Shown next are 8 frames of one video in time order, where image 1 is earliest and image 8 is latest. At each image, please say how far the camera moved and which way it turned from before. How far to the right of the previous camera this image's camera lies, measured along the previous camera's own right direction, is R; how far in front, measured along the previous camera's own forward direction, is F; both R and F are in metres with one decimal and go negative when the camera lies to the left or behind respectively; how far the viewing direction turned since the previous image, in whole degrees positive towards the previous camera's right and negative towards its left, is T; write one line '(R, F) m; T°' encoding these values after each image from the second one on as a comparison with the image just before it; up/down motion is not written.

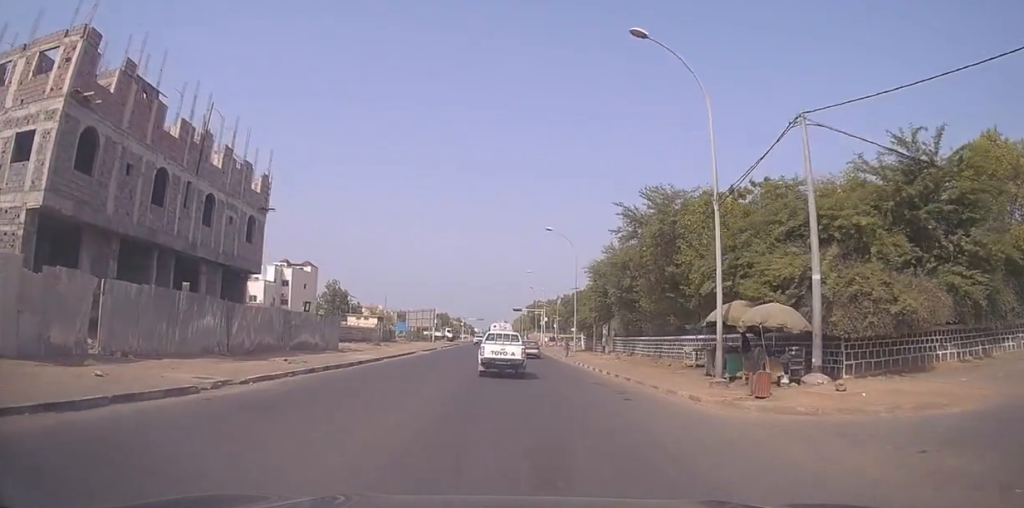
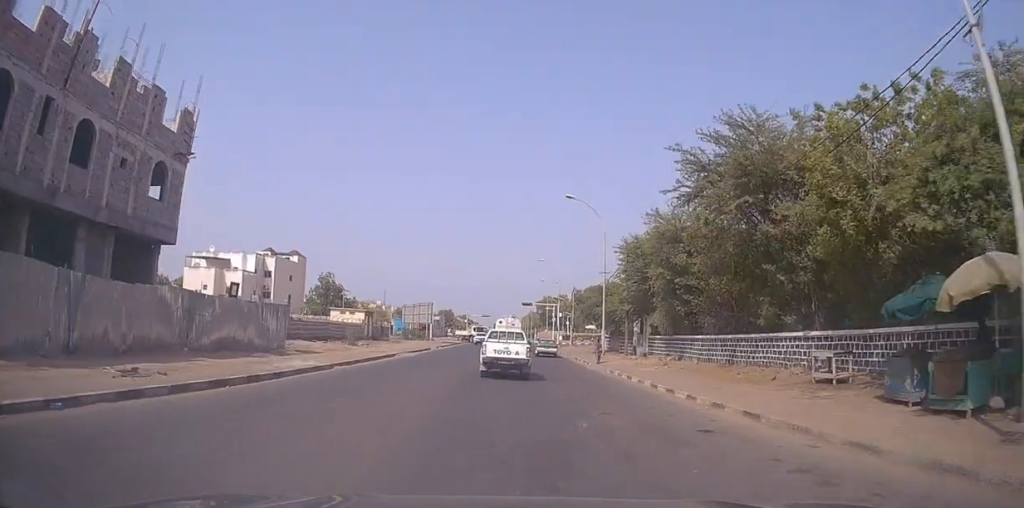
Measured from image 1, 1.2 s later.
(-0.1, +11.6) m; 0°
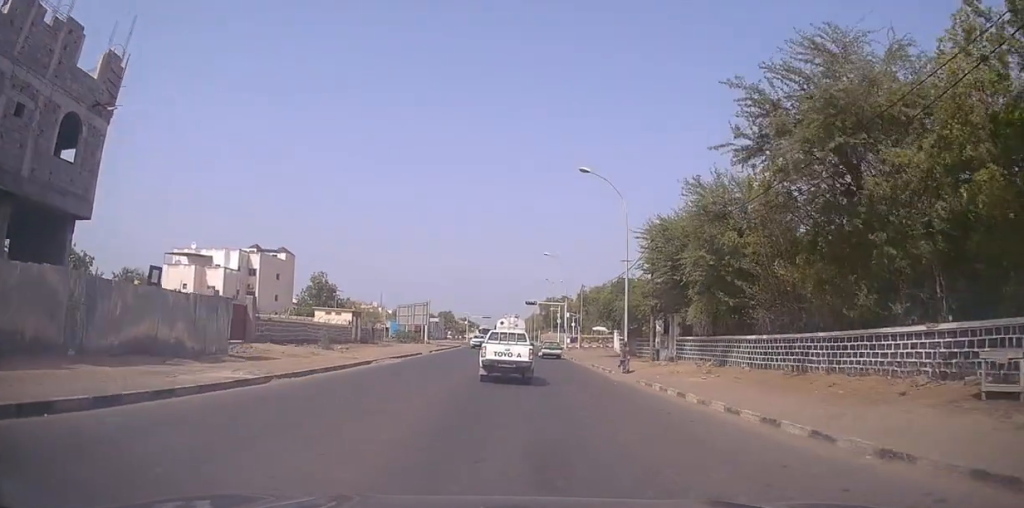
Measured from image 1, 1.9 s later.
(0.0, +7.3) m; 0°
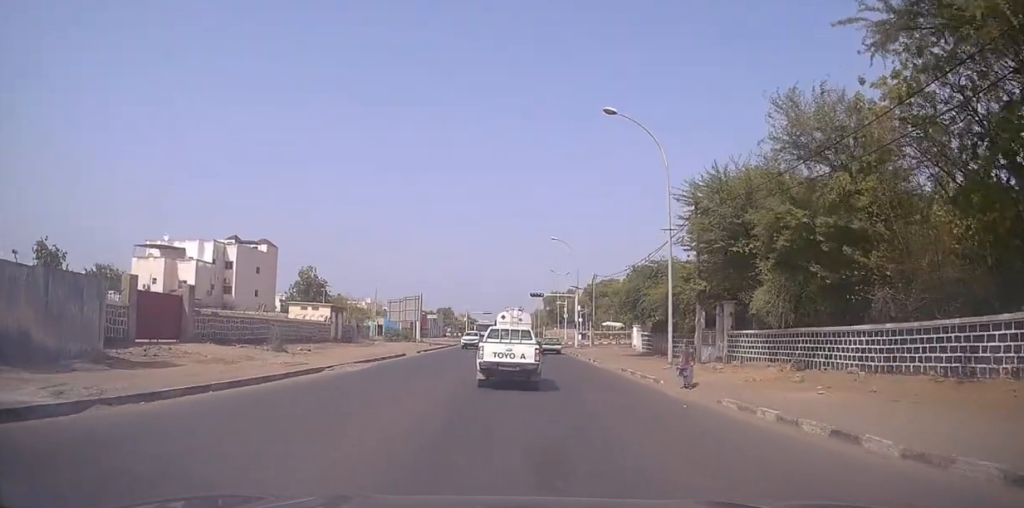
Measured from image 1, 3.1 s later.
(-0.1, +10.2) m; -1°
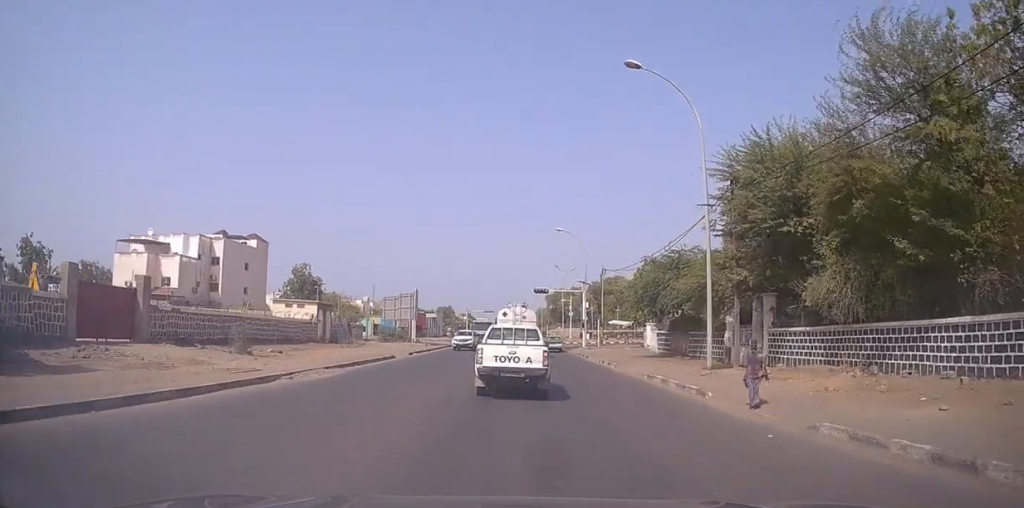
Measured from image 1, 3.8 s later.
(0.0, +5.8) m; -1°
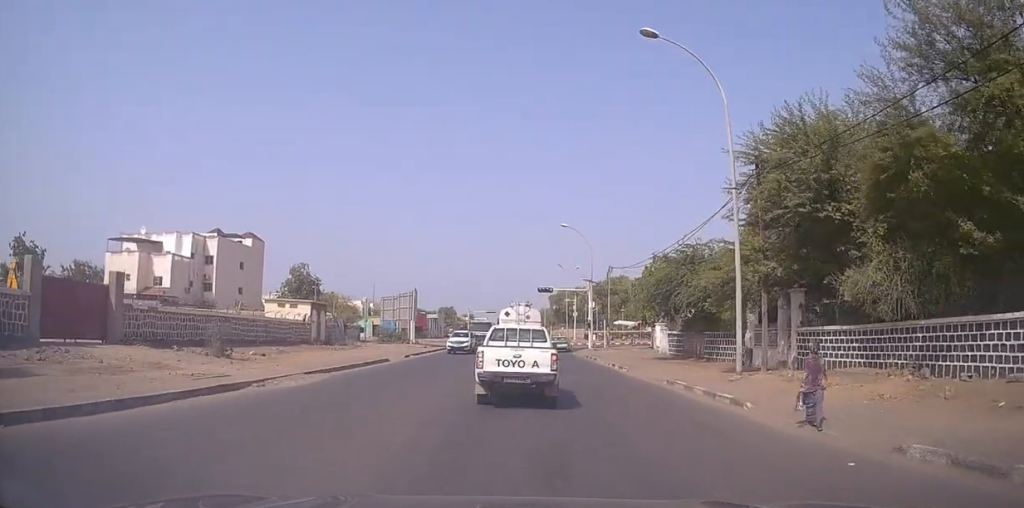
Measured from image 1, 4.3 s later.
(0.0, +3.3) m; 0°
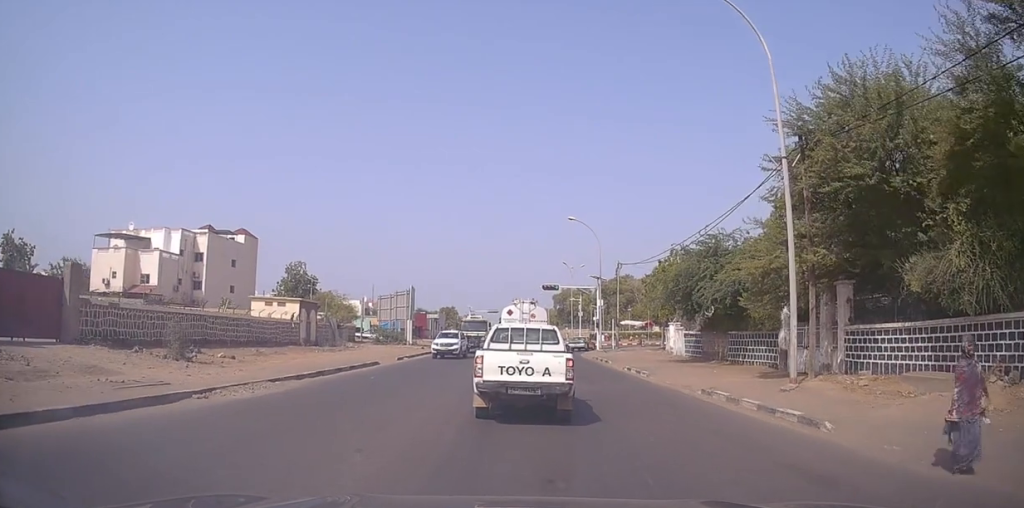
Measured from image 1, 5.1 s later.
(-0.1, +4.4) m; +2°
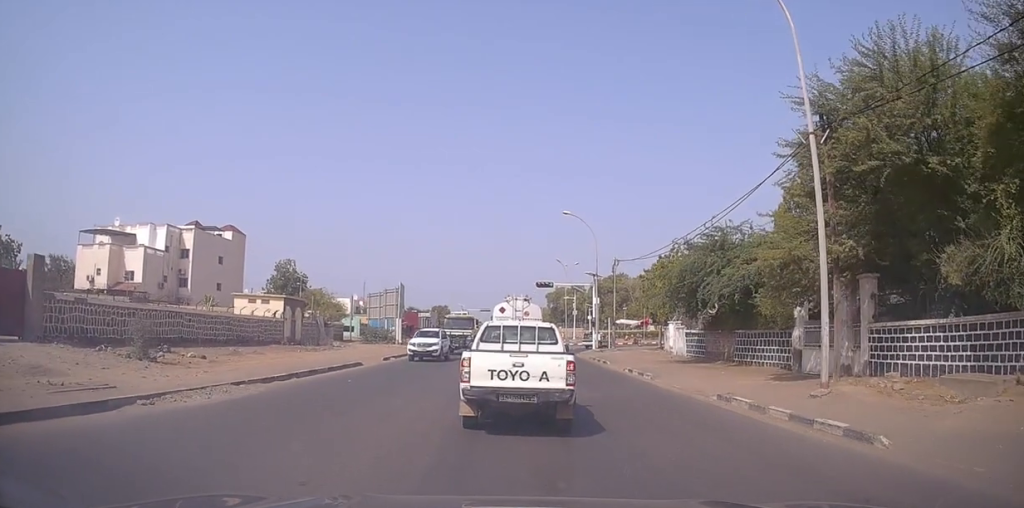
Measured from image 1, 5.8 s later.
(+0.1, +2.6) m; +1°
